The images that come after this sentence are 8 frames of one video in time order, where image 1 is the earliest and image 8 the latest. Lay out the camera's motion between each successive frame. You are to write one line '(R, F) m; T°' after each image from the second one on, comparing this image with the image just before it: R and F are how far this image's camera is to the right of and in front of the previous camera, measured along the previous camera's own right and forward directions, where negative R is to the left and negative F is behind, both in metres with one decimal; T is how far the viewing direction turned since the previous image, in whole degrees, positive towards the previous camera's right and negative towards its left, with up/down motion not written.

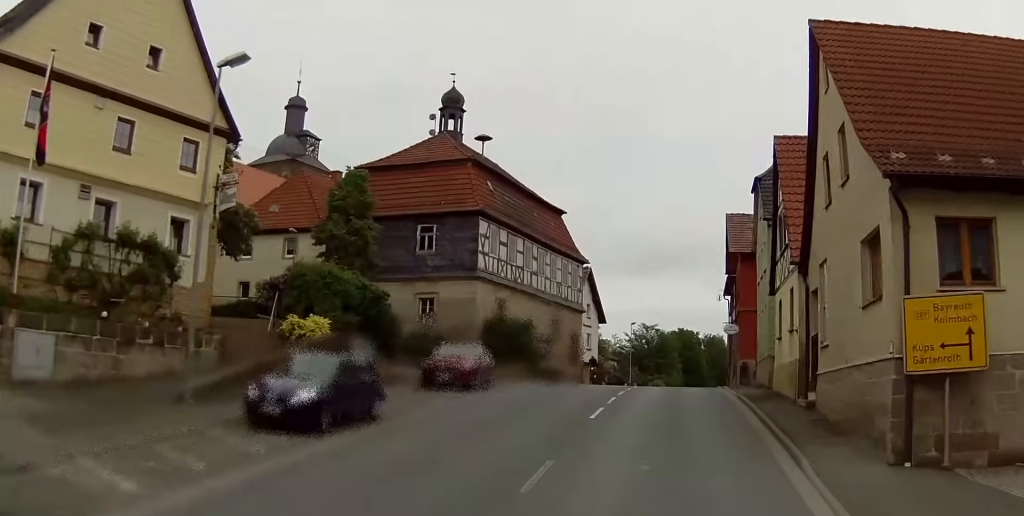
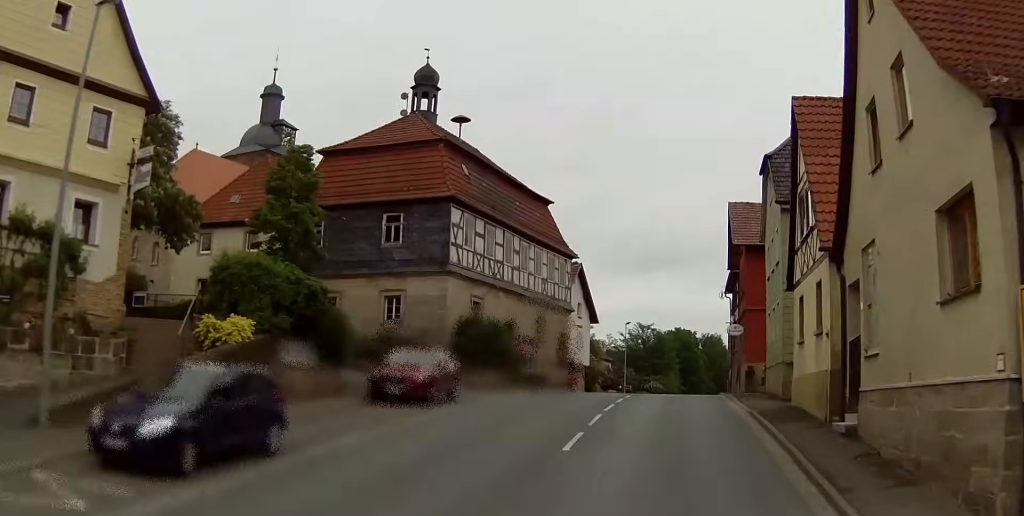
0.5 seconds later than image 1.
(0.0, +5.3) m; 0°
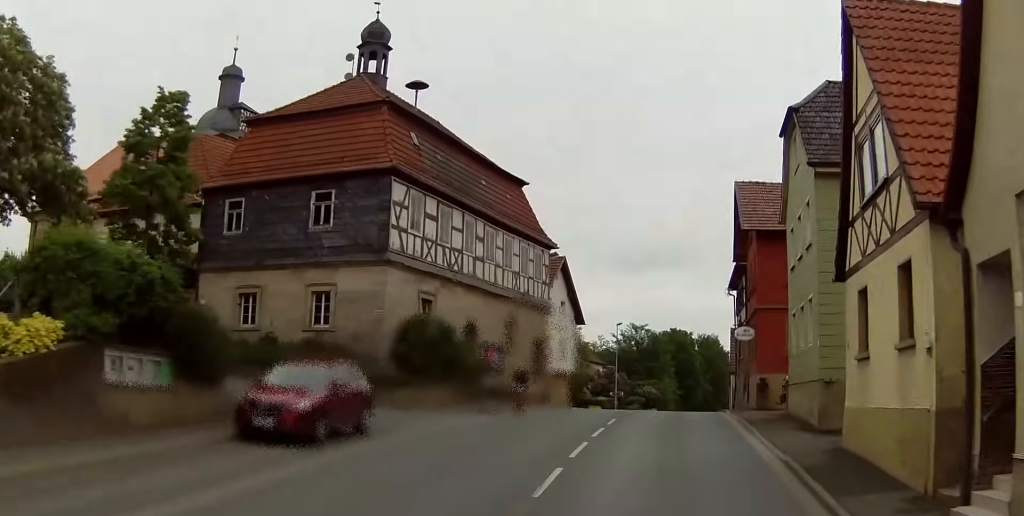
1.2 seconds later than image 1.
(0.0, +8.3) m; 0°
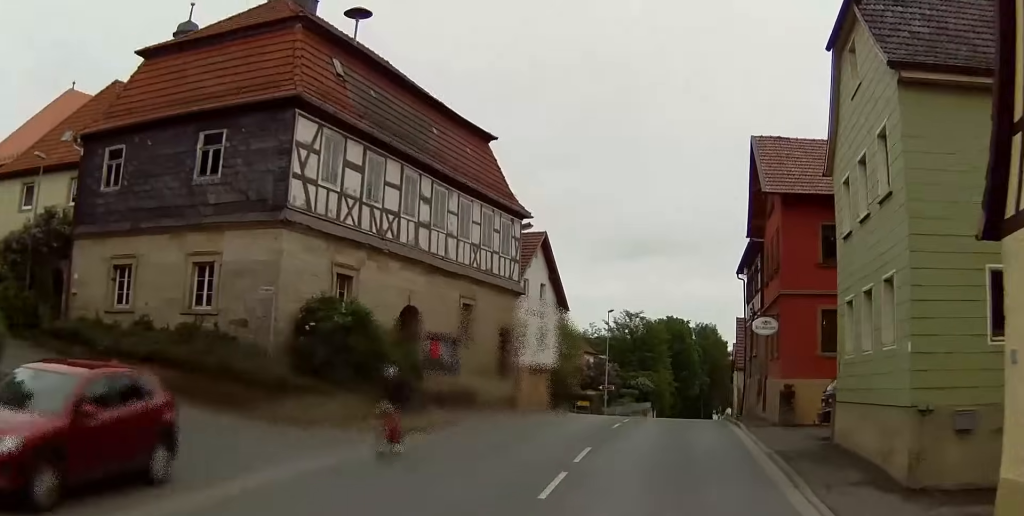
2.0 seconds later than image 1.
(0.0, +8.8) m; +1°
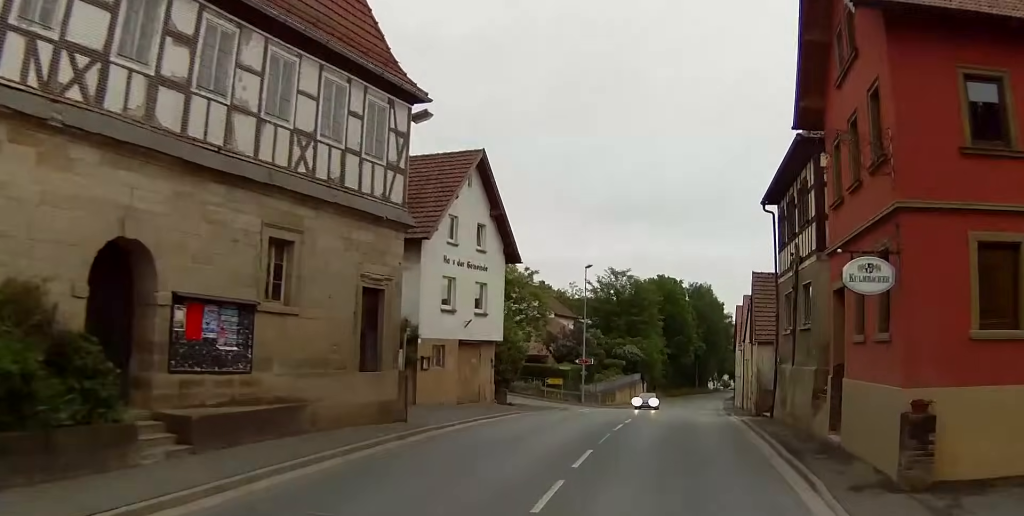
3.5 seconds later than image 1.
(+0.5, +15.5) m; +4°
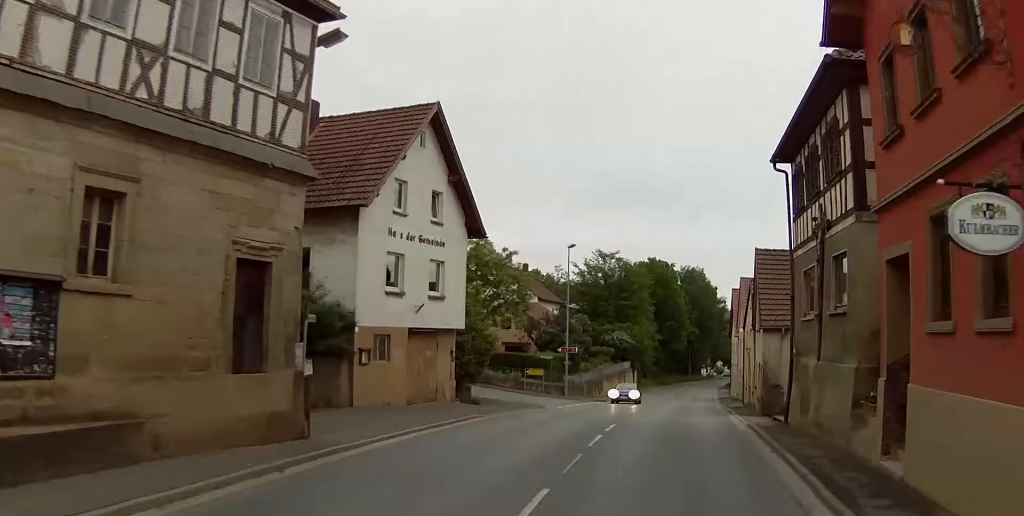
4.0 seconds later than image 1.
(+0.1, +5.6) m; +1°
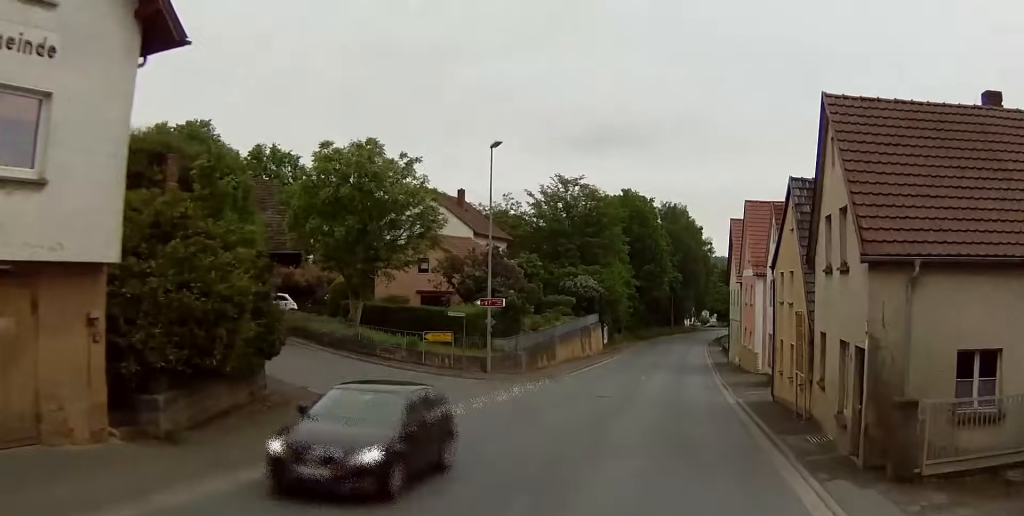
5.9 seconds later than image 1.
(-0.2, +19.6) m; 0°
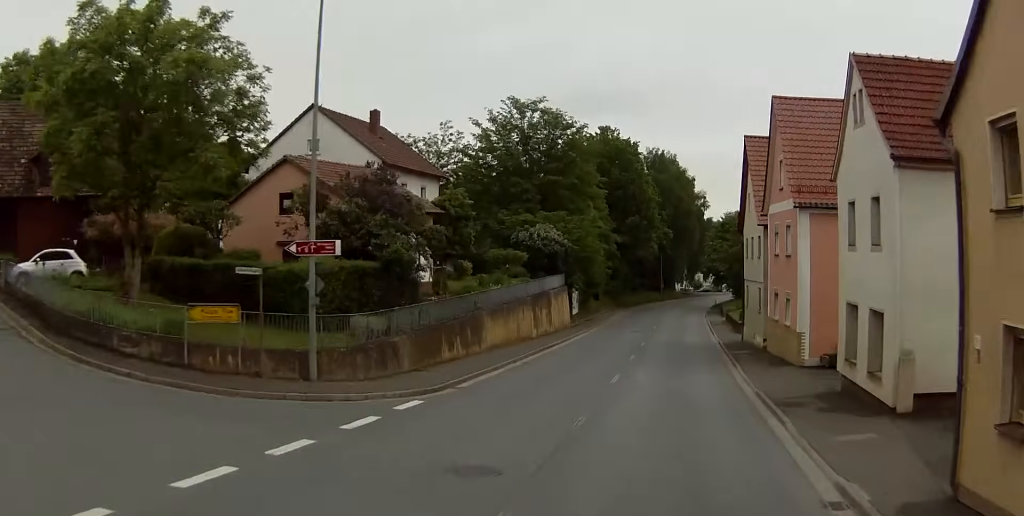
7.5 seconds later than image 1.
(+0.3, +18.3) m; 0°
